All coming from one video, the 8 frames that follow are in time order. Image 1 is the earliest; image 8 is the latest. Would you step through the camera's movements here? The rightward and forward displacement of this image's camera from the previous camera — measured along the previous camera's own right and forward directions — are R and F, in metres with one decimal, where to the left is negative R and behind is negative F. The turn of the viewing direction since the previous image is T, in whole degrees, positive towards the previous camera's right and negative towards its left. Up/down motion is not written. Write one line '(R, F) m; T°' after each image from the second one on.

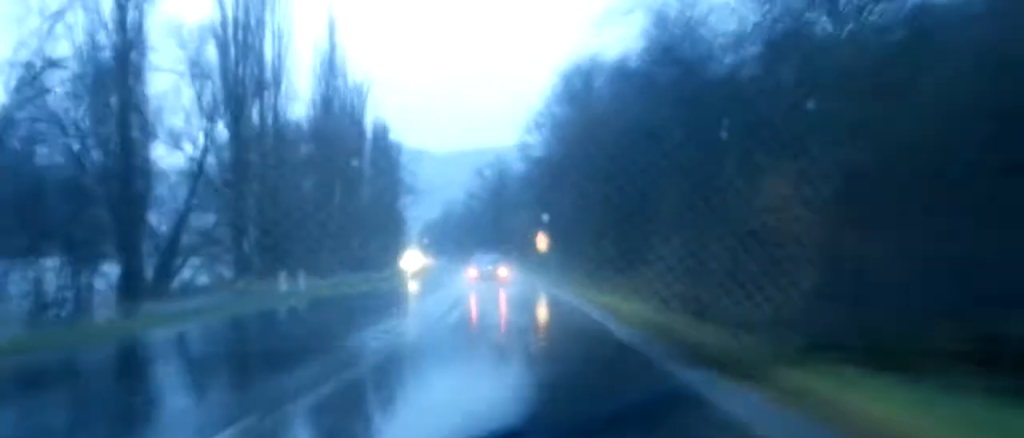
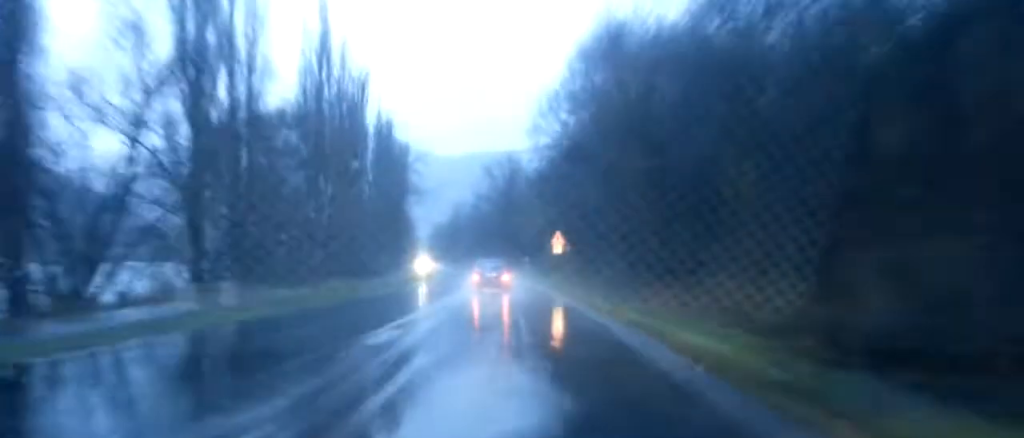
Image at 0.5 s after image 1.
(-0.2, +8.8) m; -1°
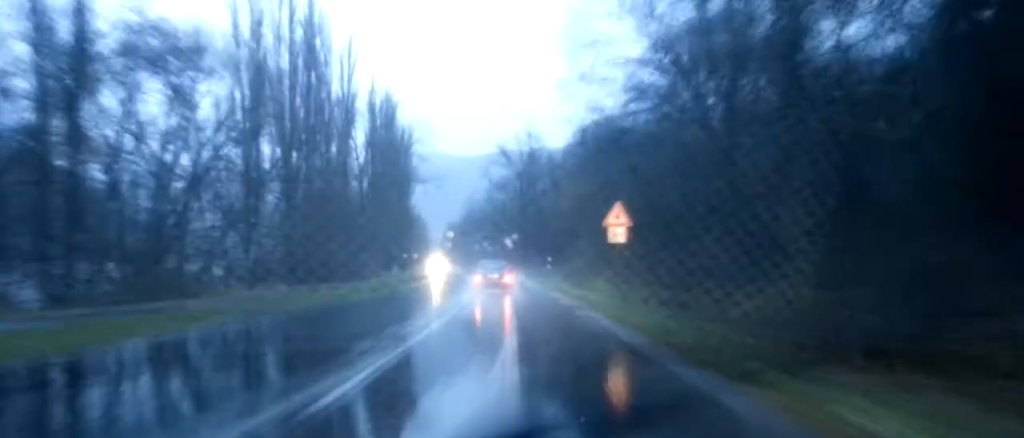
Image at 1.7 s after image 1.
(-0.6, +23.9) m; -2°
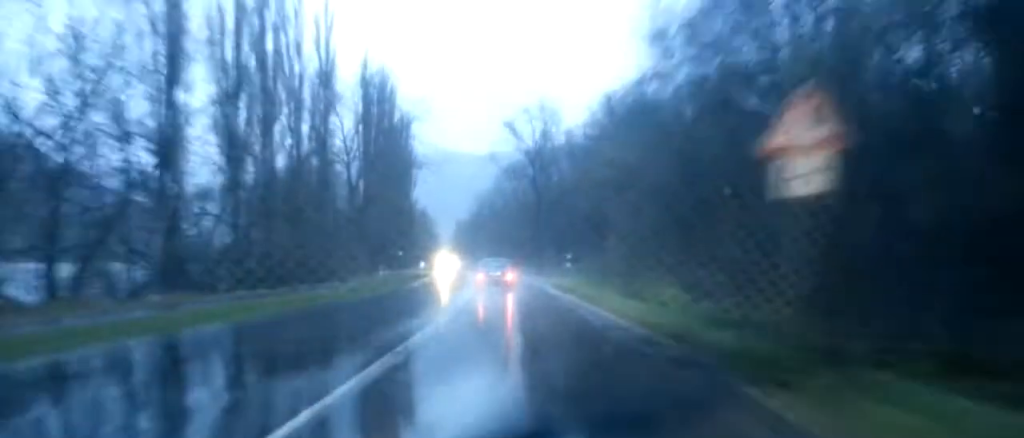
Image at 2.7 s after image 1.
(-0.2, +17.3) m; -1°
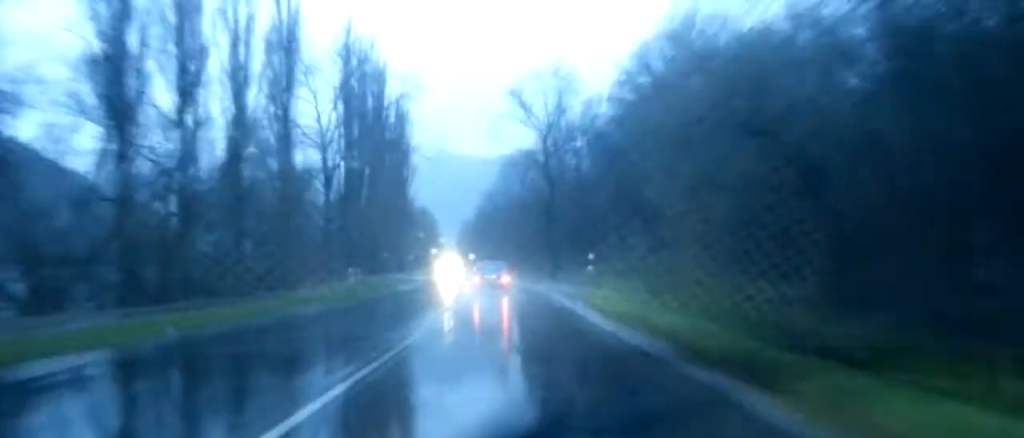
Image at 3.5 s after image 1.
(-0.1, +15.8) m; -1°
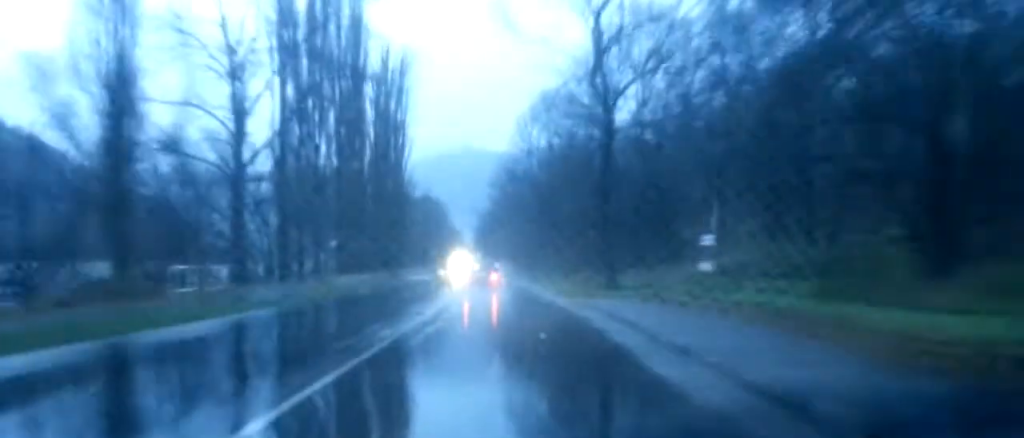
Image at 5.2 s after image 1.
(-0.5, +29.5) m; -3°
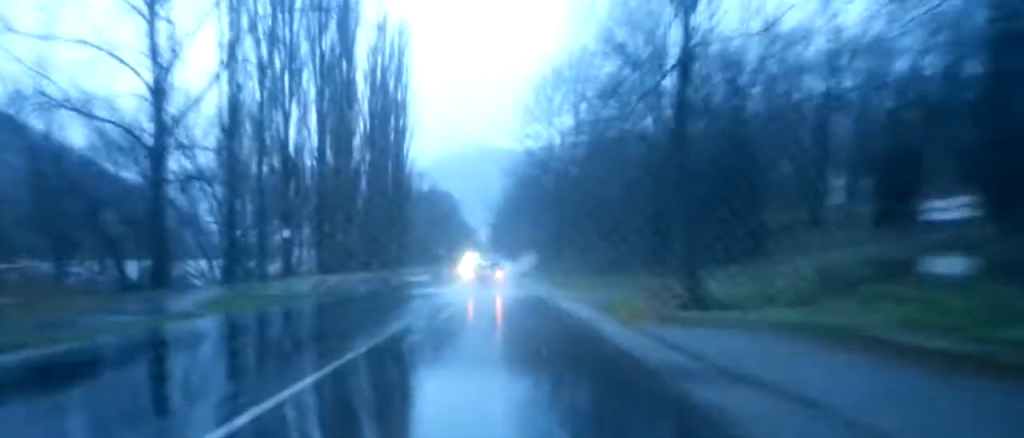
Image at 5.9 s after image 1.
(-0.3, +12.9) m; 0°
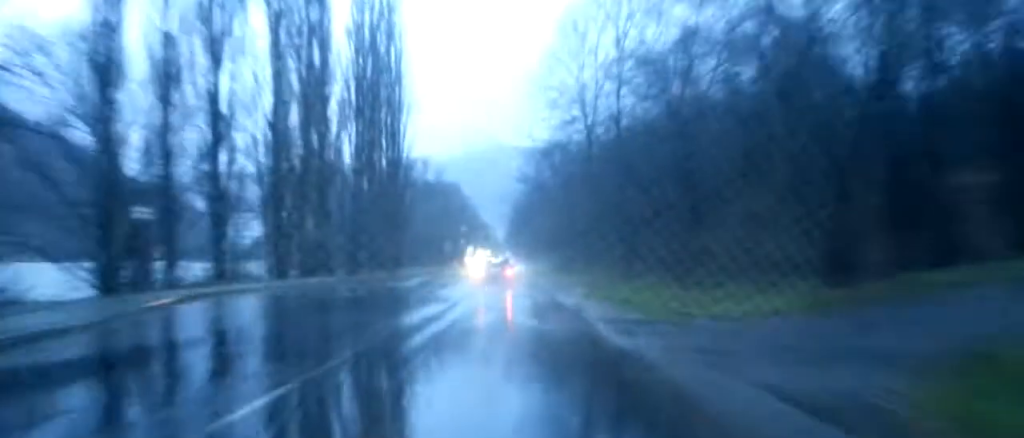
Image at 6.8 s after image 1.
(+0.1, +15.5) m; 0°
